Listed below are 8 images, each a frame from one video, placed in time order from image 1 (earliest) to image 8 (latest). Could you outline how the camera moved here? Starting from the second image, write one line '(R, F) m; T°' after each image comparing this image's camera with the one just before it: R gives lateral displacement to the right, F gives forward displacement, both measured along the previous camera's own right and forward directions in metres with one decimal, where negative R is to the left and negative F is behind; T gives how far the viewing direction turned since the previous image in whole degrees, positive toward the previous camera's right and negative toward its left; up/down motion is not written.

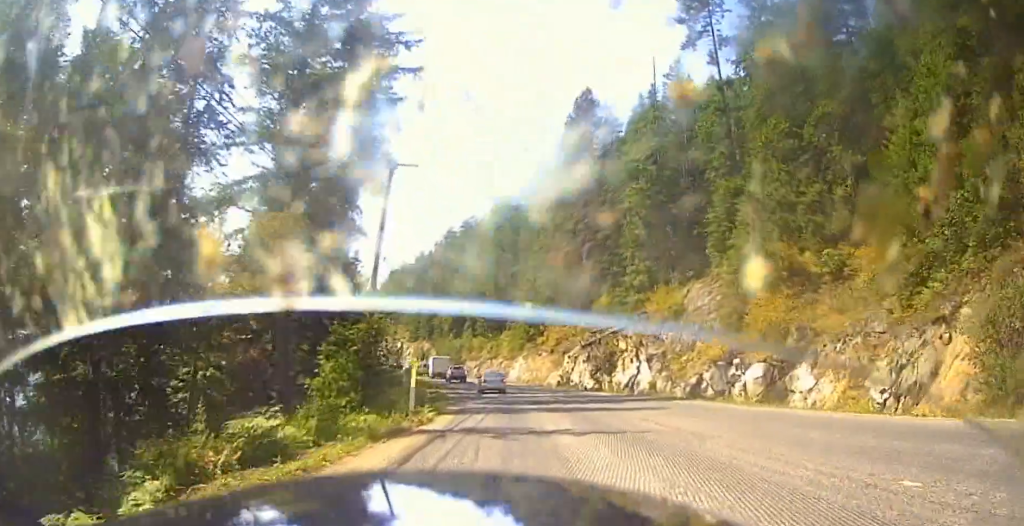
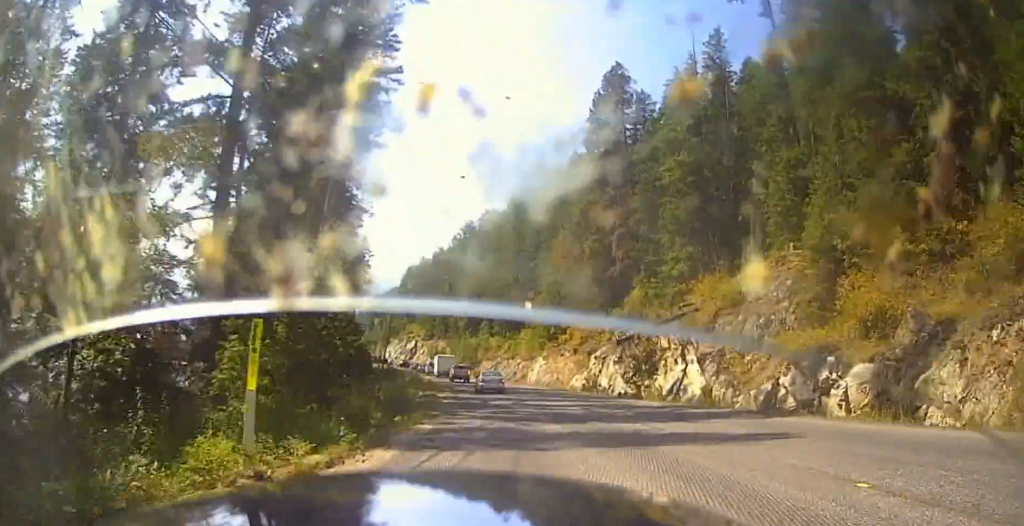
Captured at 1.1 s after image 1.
(-0.6, +10.6) m; +2°
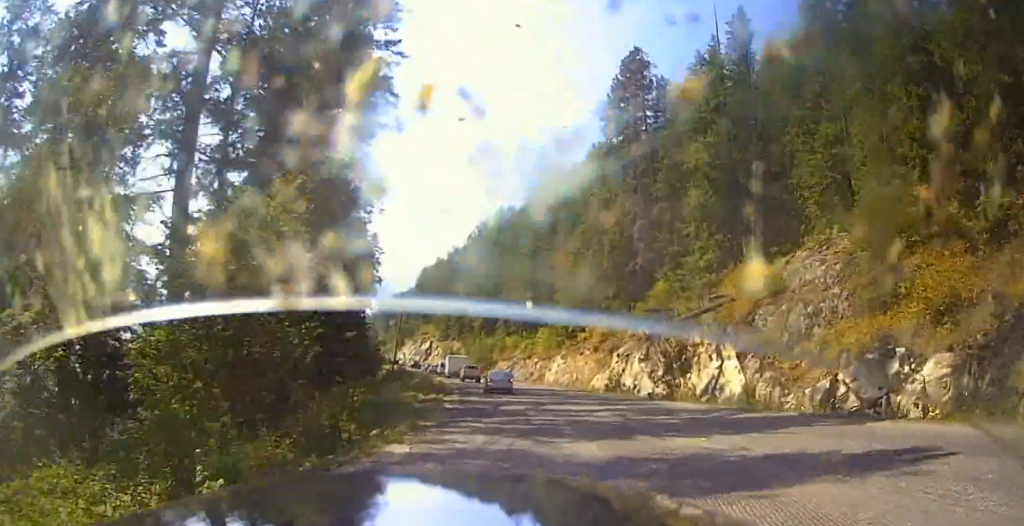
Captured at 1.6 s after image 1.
(+0.5, +4.7) m; 0°
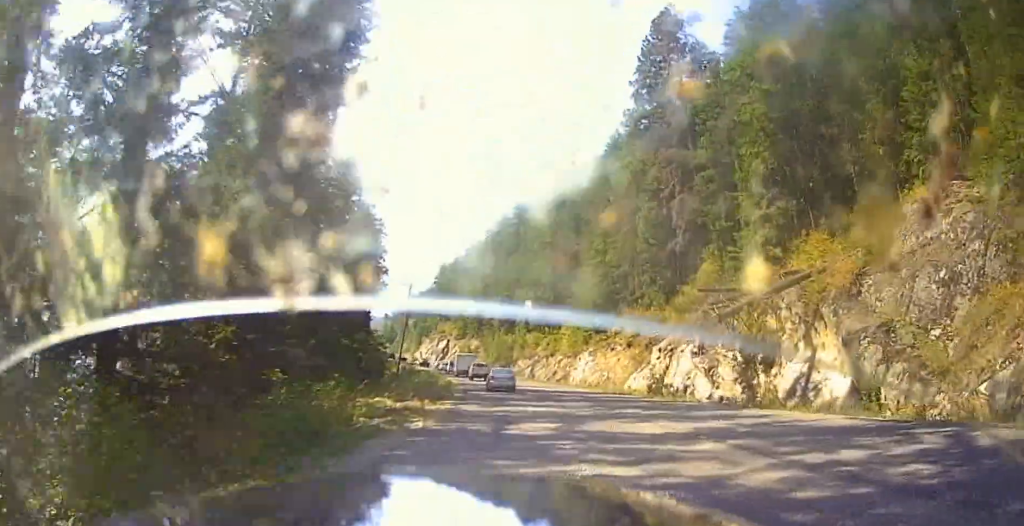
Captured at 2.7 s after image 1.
(-0.1, +10.6) m; -4°
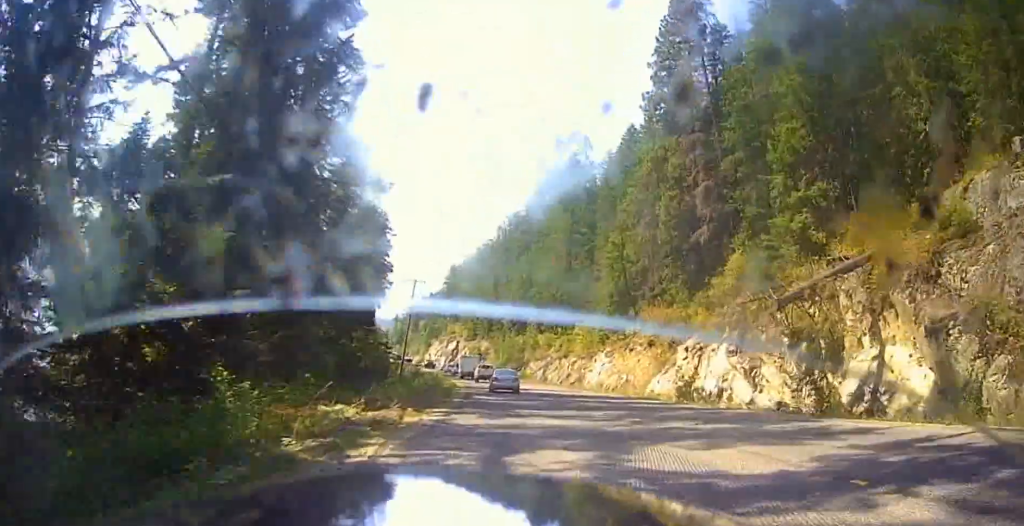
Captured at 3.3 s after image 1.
(-0.2, +5.3) m; -2°
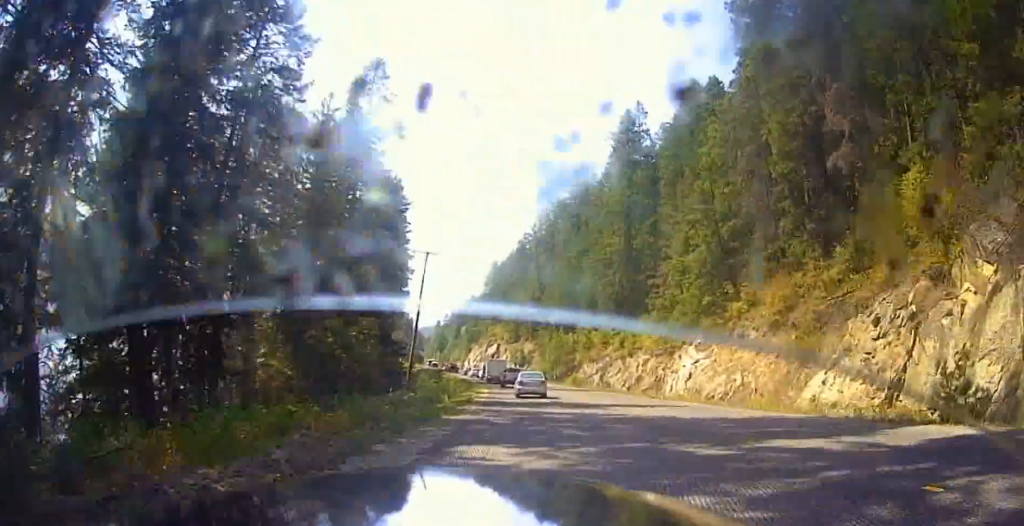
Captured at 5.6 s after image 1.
(+0.4, +21.5) m; +3°
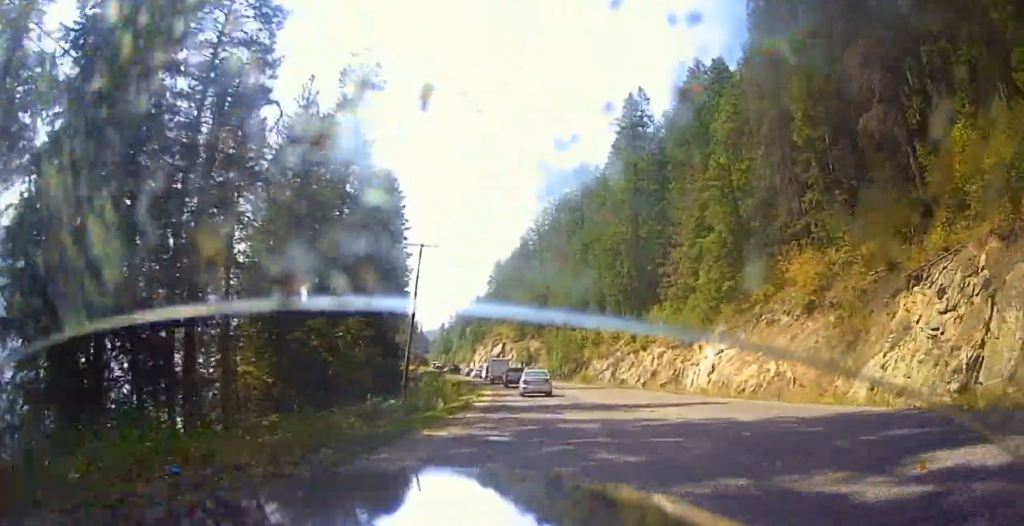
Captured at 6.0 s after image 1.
(+0.3, +4.4) m; 0°
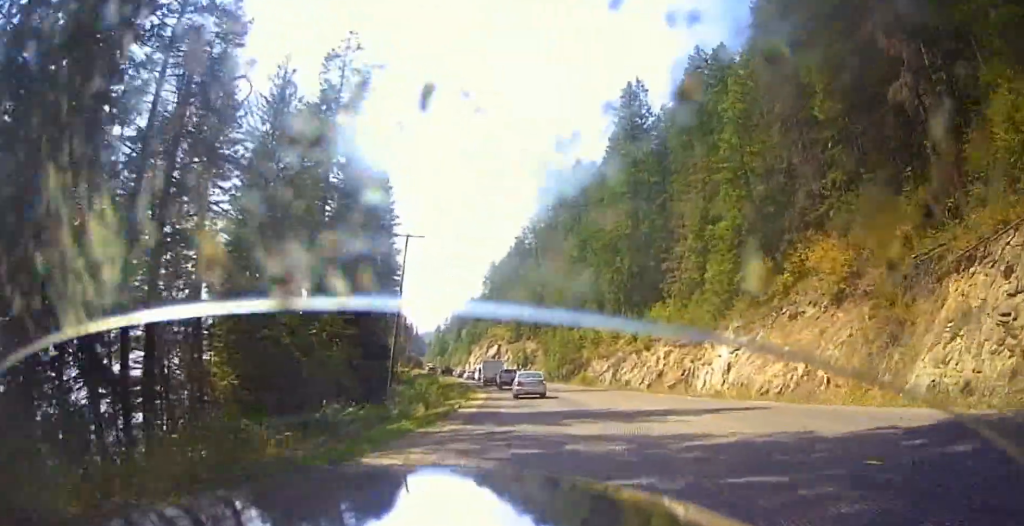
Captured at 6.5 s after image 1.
(-0.2, +4.1) m; -1°
